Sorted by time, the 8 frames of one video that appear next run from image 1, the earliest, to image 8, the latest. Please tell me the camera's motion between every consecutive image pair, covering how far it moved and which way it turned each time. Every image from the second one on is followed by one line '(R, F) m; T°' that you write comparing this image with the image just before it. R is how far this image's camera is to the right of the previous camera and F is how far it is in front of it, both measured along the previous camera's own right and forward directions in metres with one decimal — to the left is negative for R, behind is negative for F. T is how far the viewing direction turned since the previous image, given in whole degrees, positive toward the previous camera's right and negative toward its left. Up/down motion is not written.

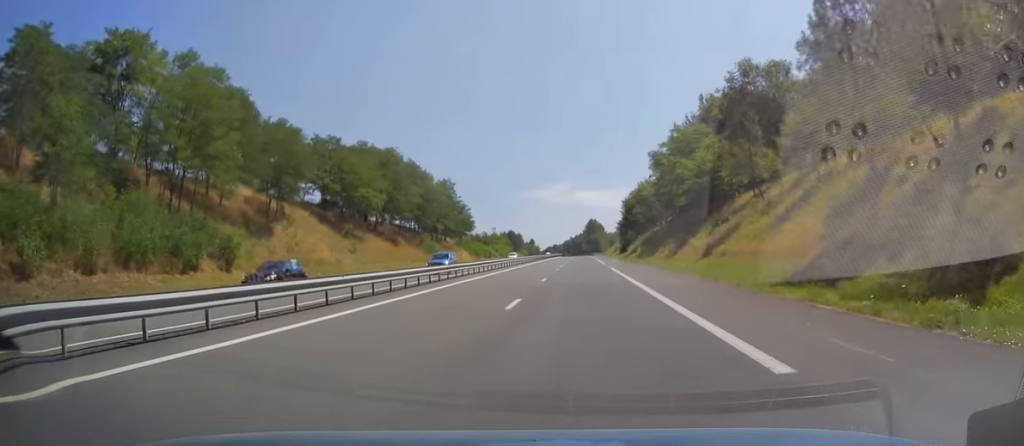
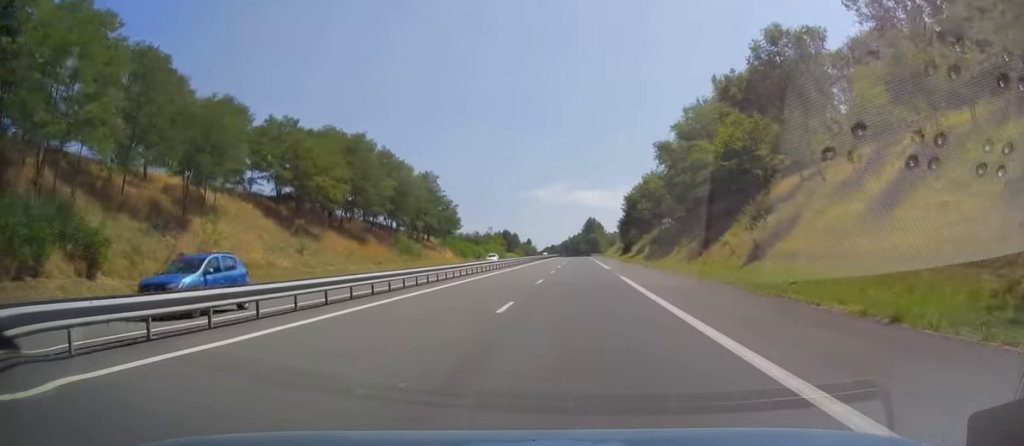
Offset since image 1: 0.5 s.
(-0.2, +13.7) m; 0°
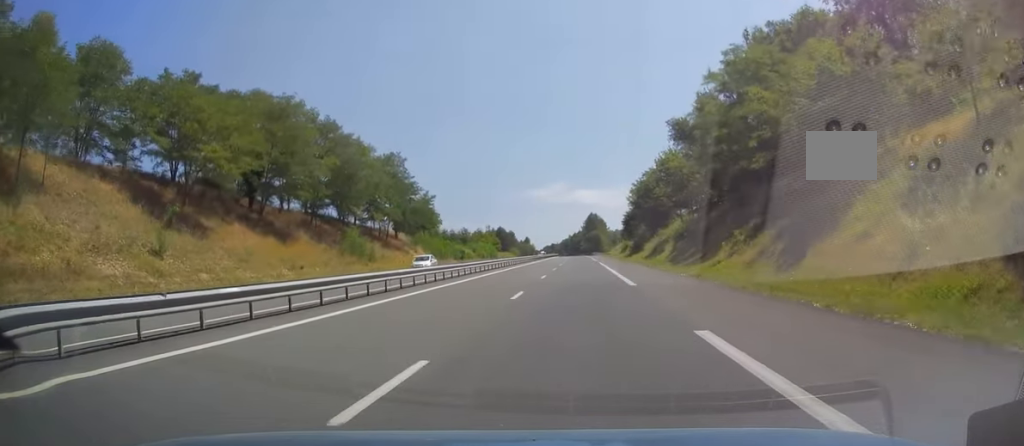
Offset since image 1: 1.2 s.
(-0.2, +22.1) m; 0°
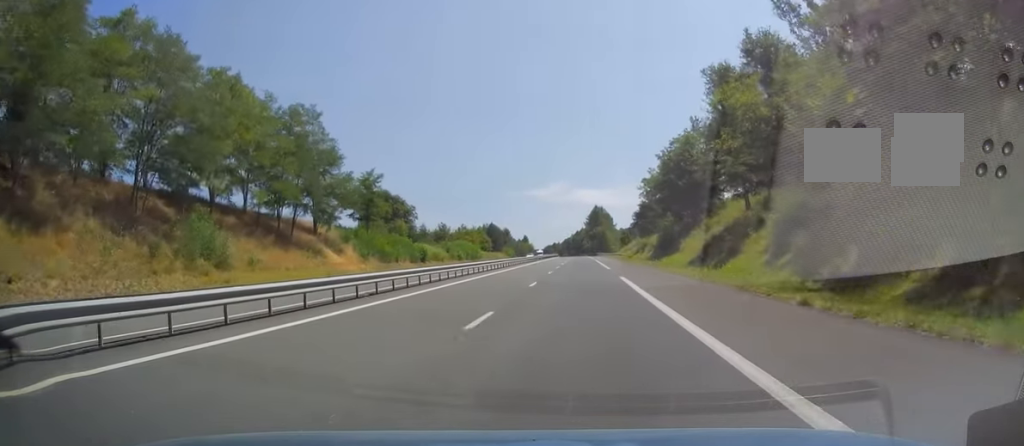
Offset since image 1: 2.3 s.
(+0.4, +32.9) m; 0°
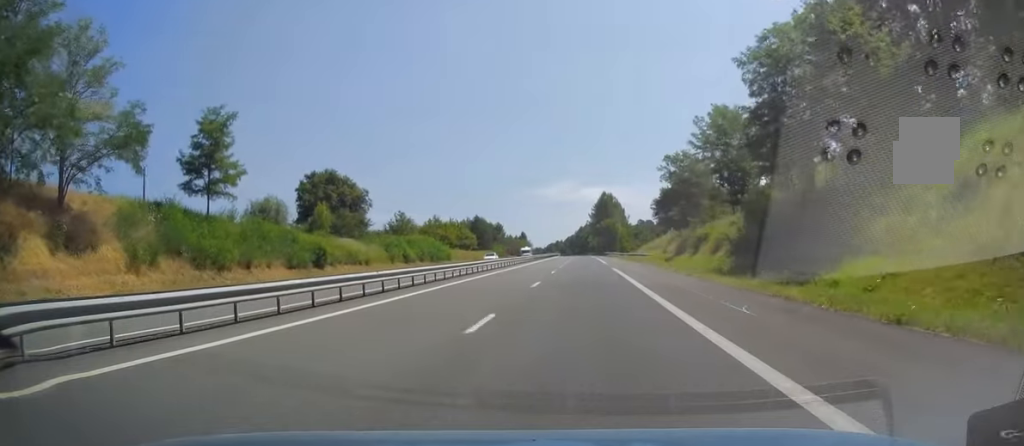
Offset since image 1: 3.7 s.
(-0.4, +39.7) m; -1°
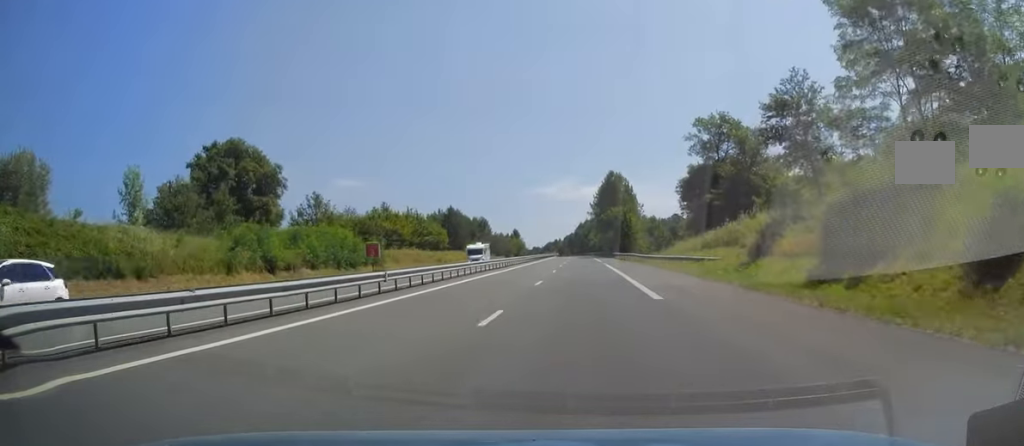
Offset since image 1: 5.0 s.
(-0.2, +38.3) m; 0°
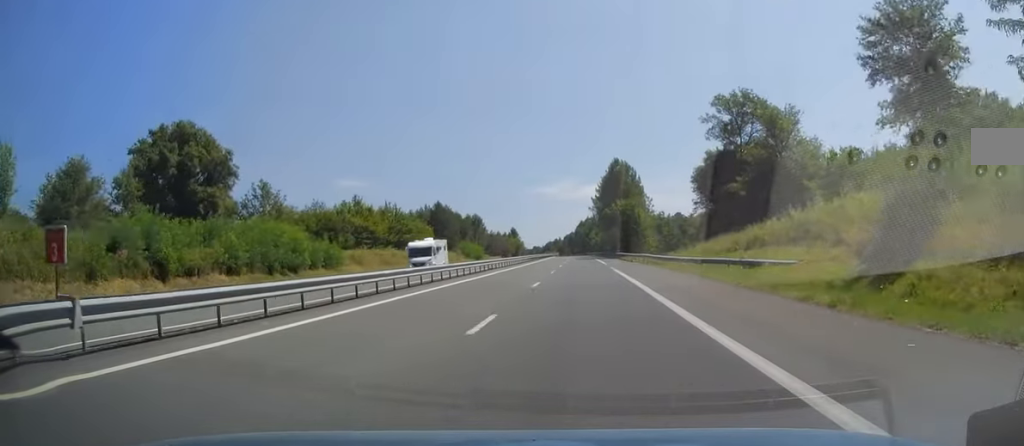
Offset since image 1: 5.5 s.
(0.0, +14.3) m; 0°
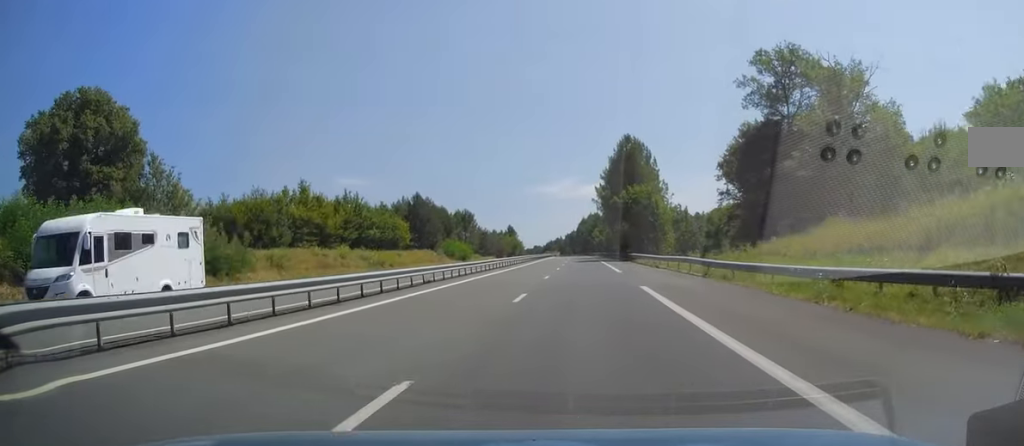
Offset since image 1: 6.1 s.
(0.0, +19.6) m; 0°
